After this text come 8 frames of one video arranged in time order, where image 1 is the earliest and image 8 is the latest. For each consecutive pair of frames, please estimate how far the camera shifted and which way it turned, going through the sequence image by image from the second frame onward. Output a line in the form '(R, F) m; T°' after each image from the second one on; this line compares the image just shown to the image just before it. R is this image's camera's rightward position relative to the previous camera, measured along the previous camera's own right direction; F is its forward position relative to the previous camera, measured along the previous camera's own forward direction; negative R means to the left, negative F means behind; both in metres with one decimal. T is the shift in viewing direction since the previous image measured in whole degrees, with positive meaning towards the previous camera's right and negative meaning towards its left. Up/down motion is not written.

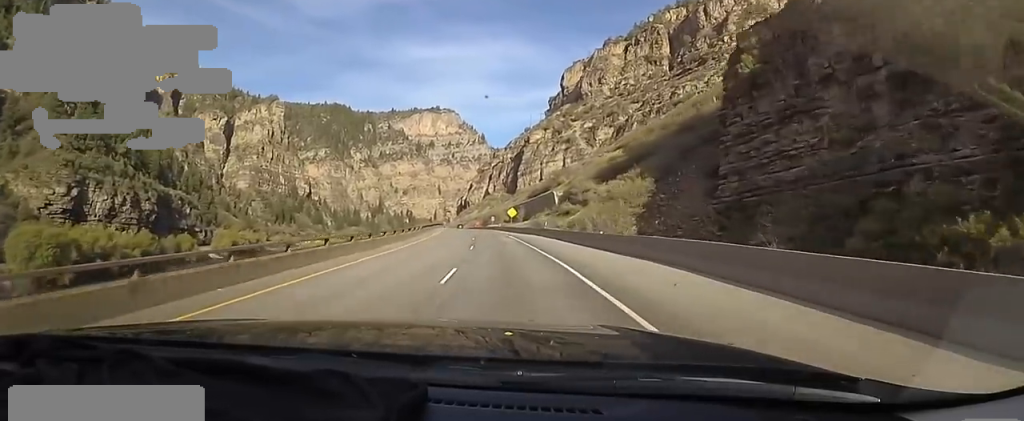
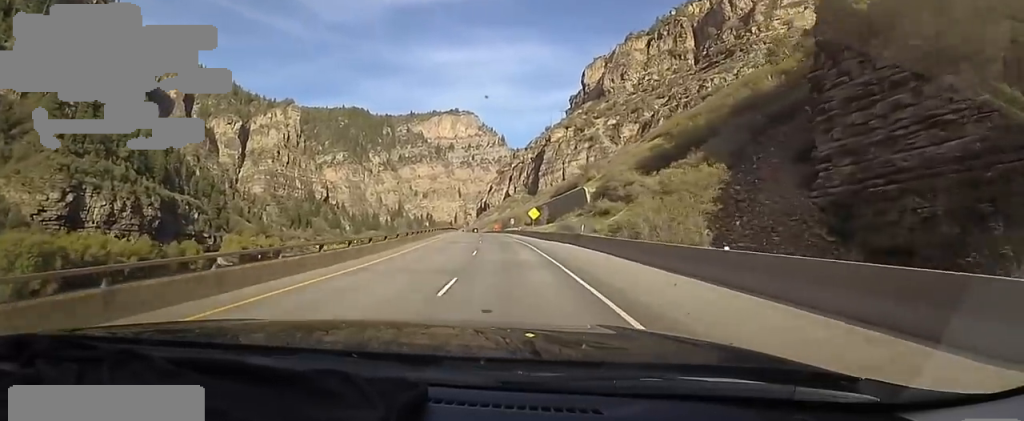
(0.0, +13.1) m; -1°
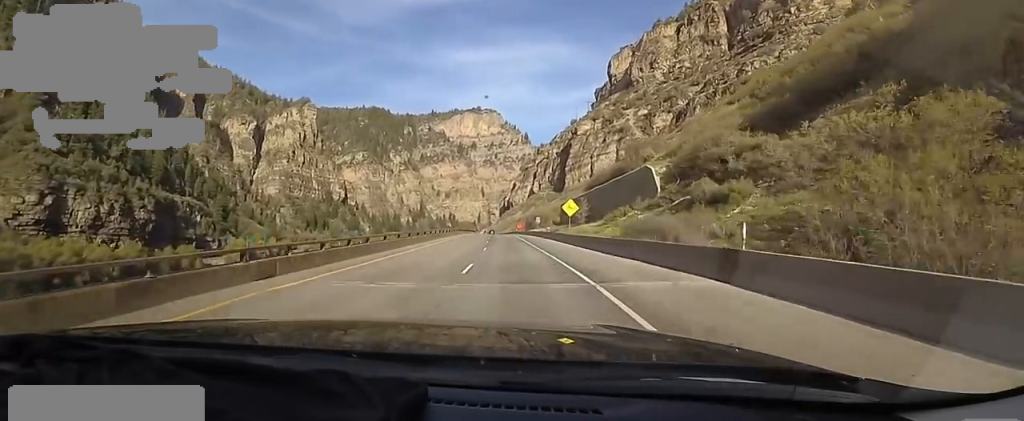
(-0.2, +20.5) m; -4°
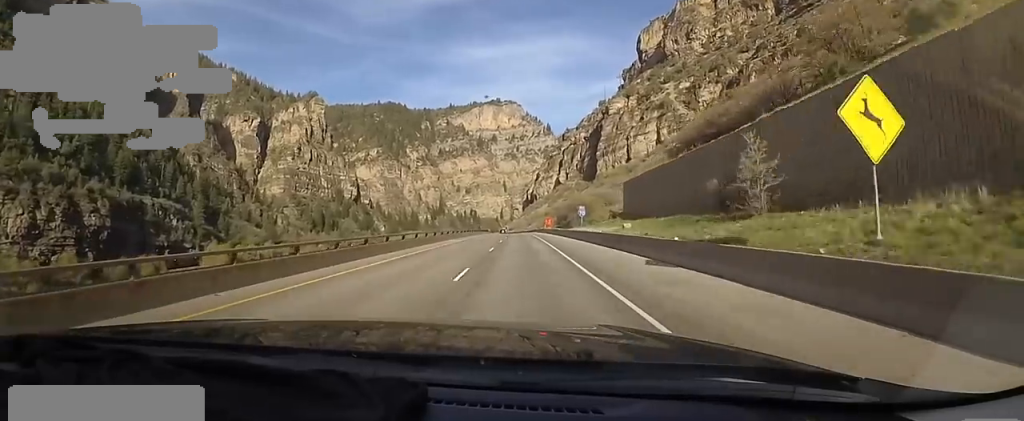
(-3.7, +37.9) m; -6°
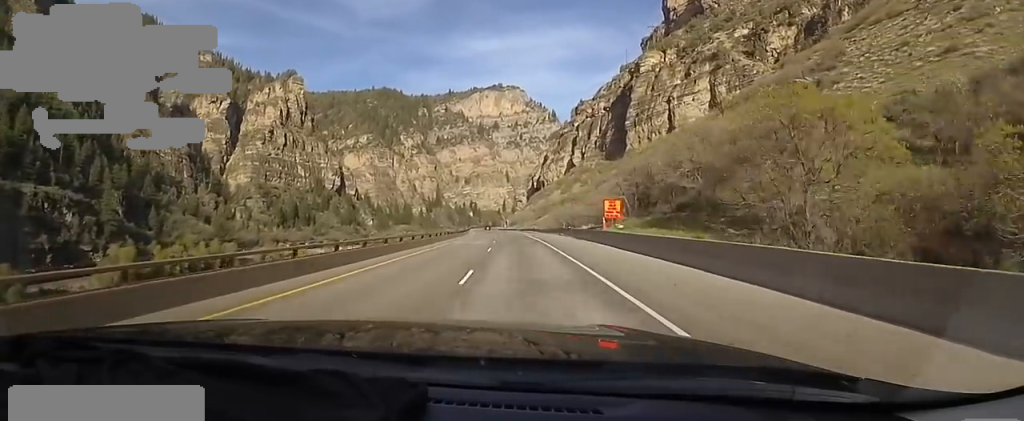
(-0.1, +61.4) m; 0°
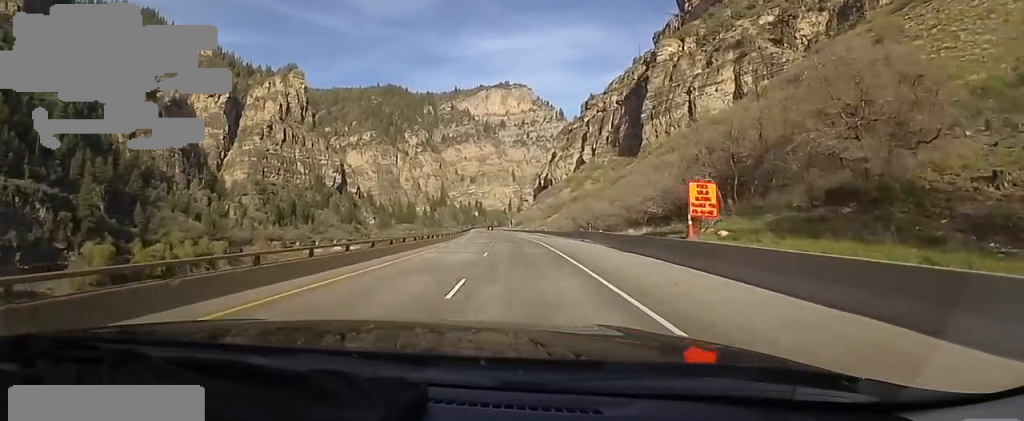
(+0.8, +14.4) m; 0°
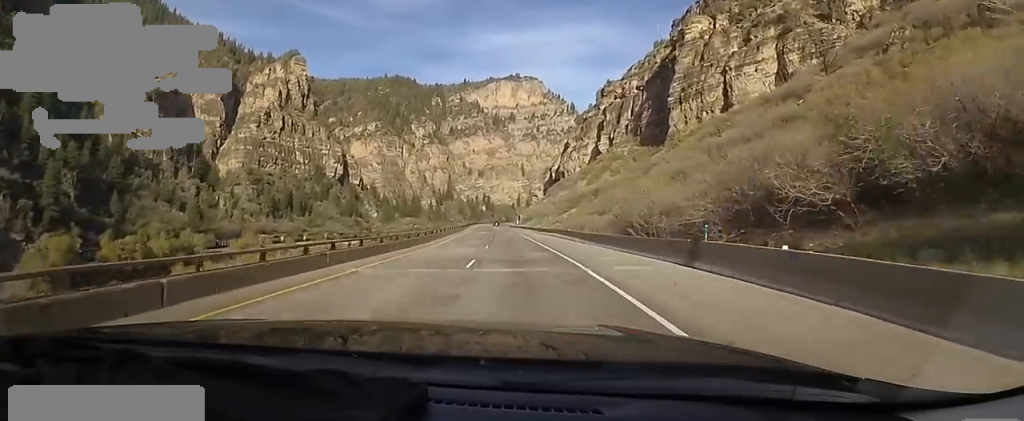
(-0.4, +20.3) m; -2°
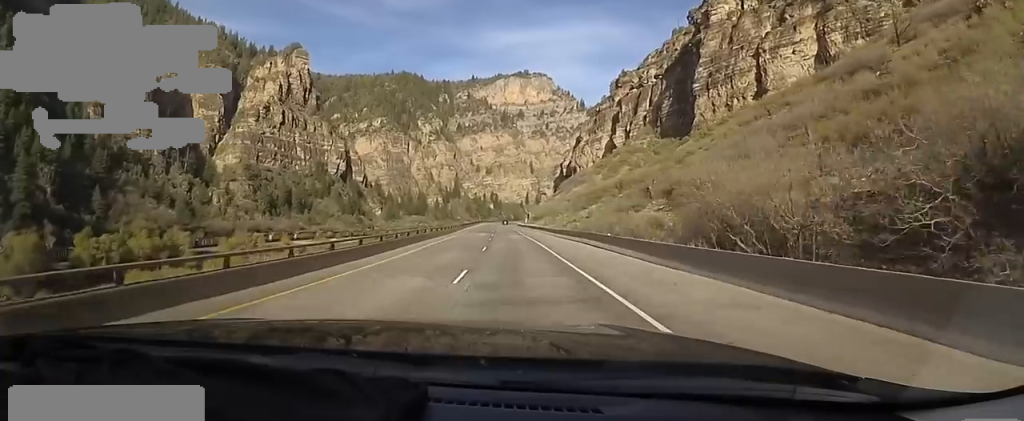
(-0.4, +15.3) m; -2°
